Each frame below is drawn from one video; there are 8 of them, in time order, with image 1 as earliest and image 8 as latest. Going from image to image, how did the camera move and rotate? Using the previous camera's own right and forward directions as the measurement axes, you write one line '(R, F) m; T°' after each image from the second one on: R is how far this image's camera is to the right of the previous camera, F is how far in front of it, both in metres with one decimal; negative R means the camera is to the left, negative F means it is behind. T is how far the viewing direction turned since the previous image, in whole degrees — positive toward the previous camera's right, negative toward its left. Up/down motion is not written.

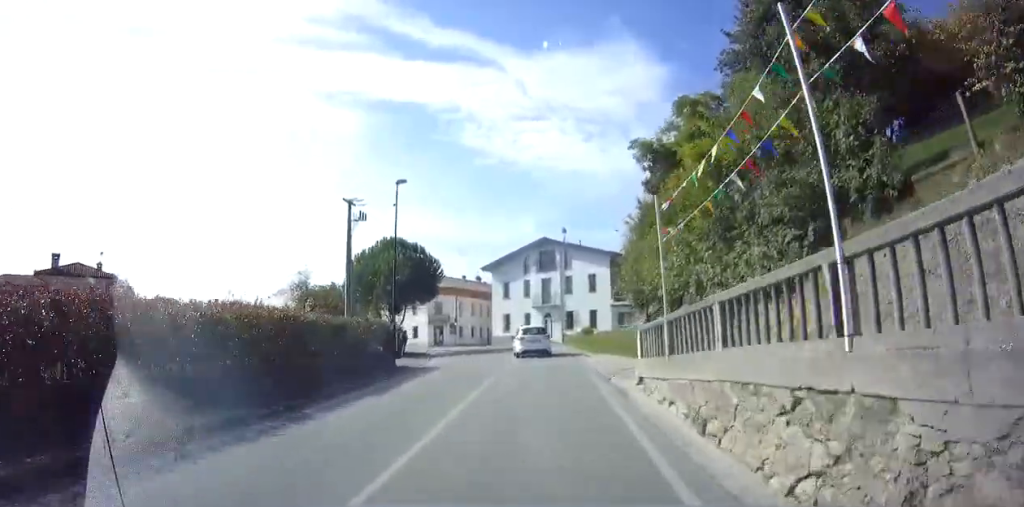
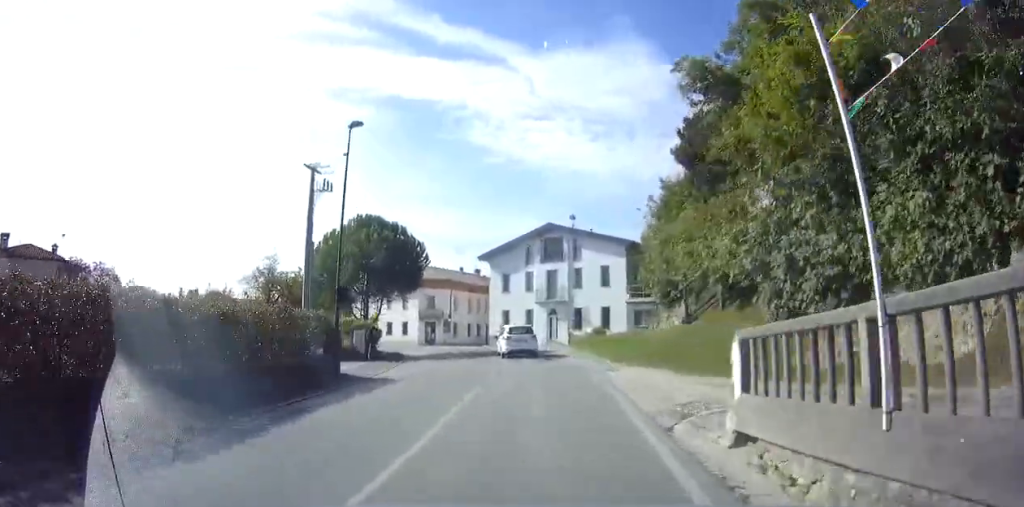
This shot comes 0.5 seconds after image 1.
(-0.2, +6.7) m; -1°
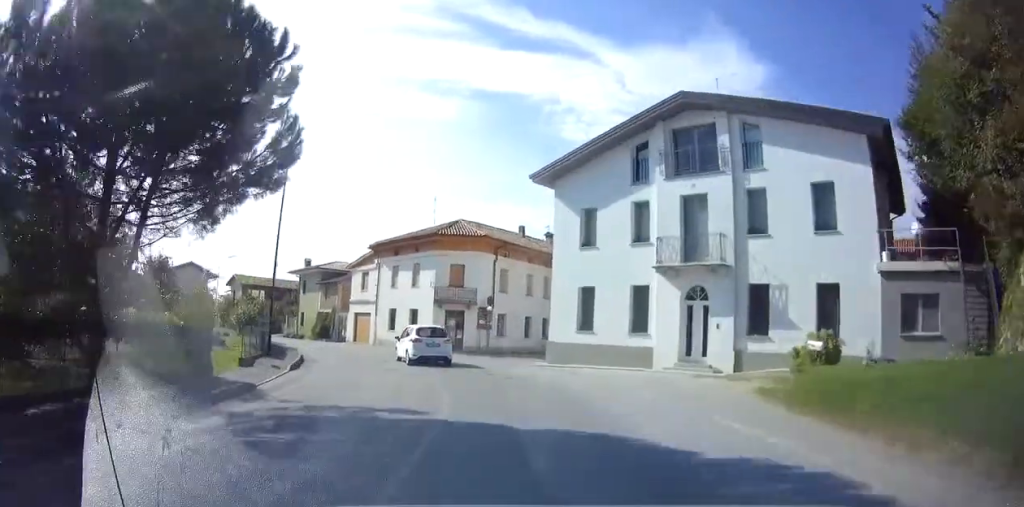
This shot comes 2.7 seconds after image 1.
(-0.7, +26.0) m; -7°
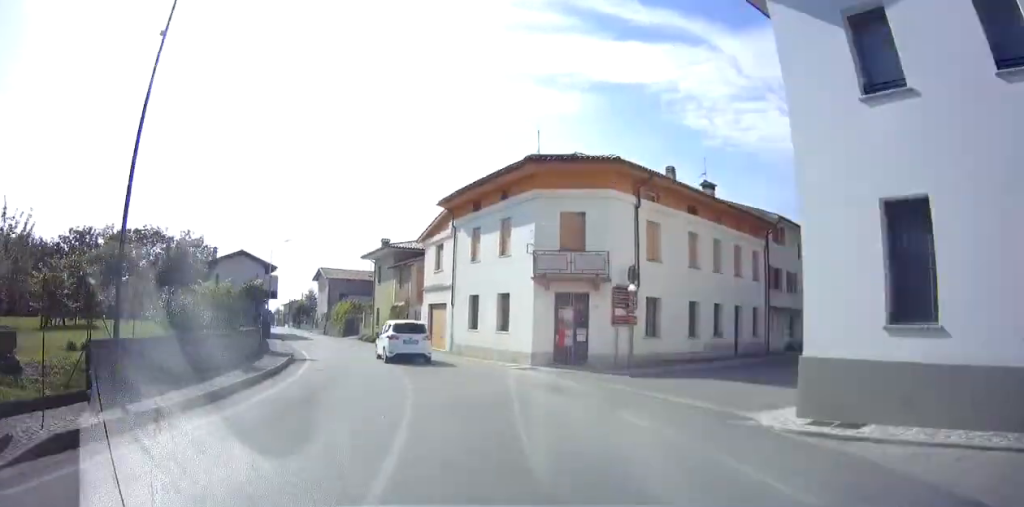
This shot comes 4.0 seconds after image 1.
(-1.9, +14.2) m; -18°
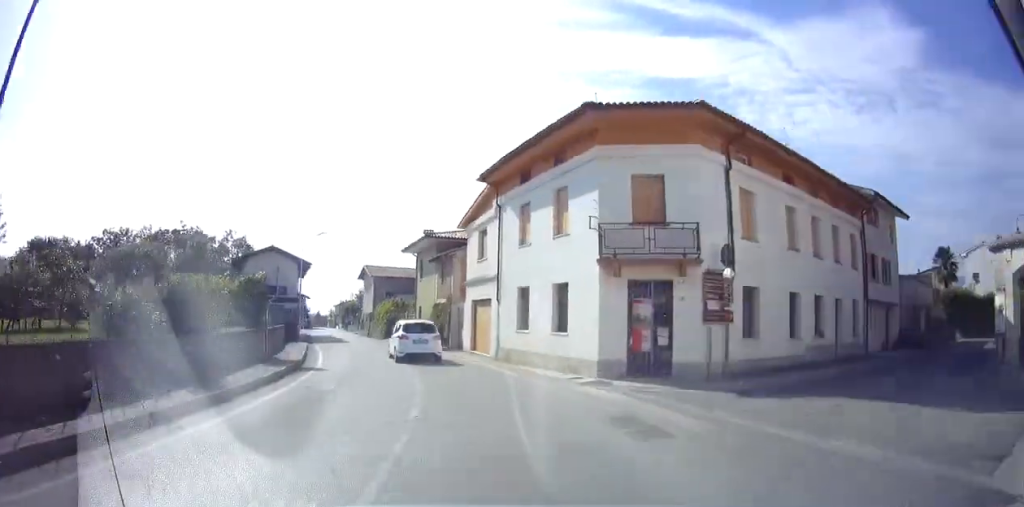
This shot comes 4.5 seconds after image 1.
(-0.2, +4.5) m; -9°
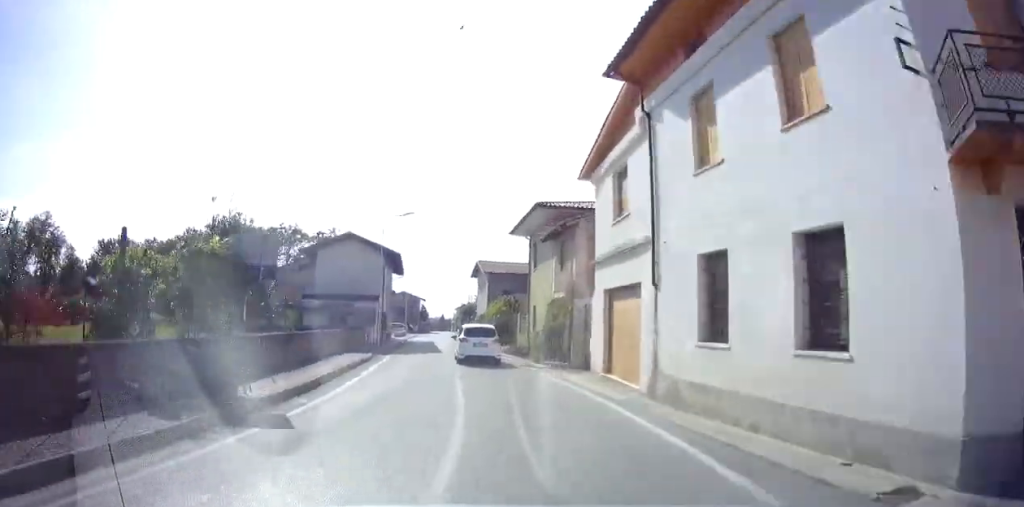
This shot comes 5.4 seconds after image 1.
(-1.7, +9.6) m; -13°
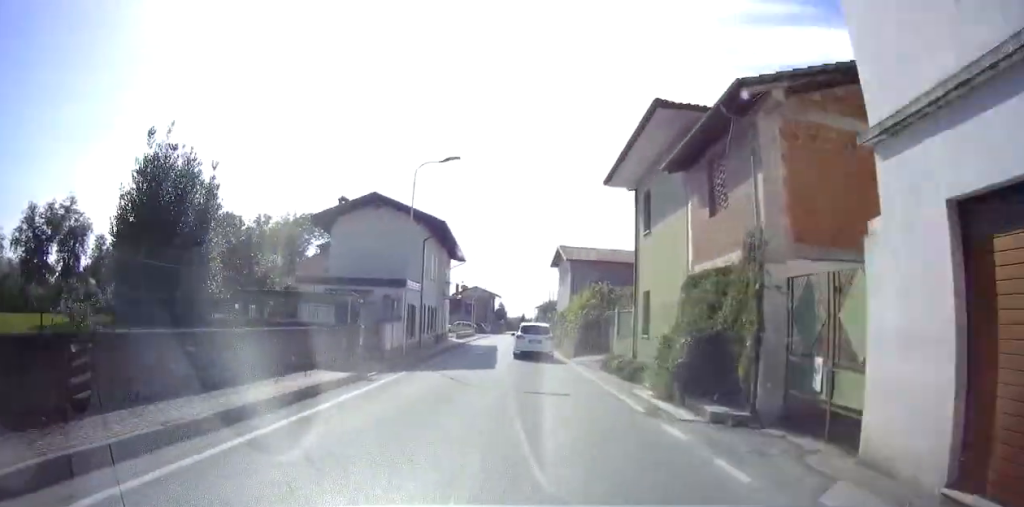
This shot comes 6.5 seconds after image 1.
(-0.9, +11.5) m; -4°
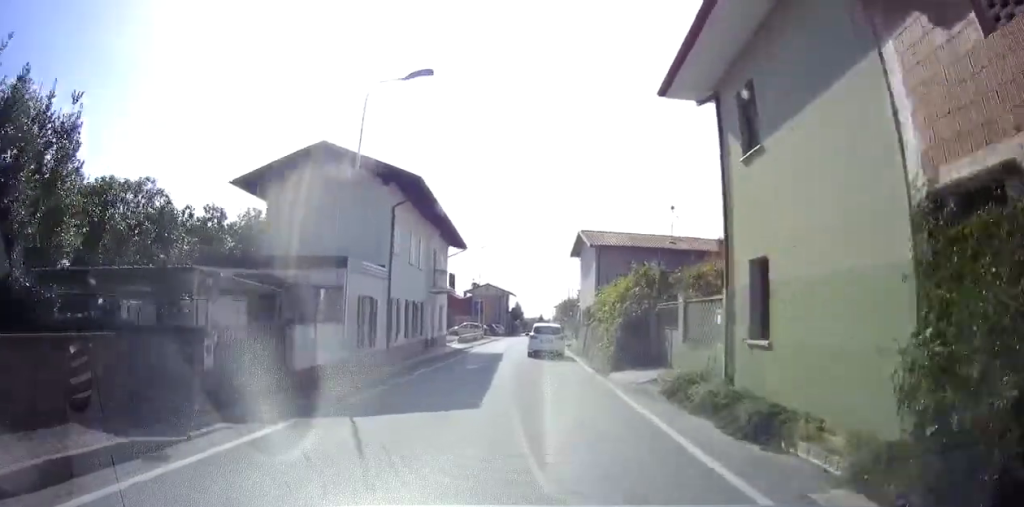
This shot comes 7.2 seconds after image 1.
(0.0, +8.5) m; 0°
